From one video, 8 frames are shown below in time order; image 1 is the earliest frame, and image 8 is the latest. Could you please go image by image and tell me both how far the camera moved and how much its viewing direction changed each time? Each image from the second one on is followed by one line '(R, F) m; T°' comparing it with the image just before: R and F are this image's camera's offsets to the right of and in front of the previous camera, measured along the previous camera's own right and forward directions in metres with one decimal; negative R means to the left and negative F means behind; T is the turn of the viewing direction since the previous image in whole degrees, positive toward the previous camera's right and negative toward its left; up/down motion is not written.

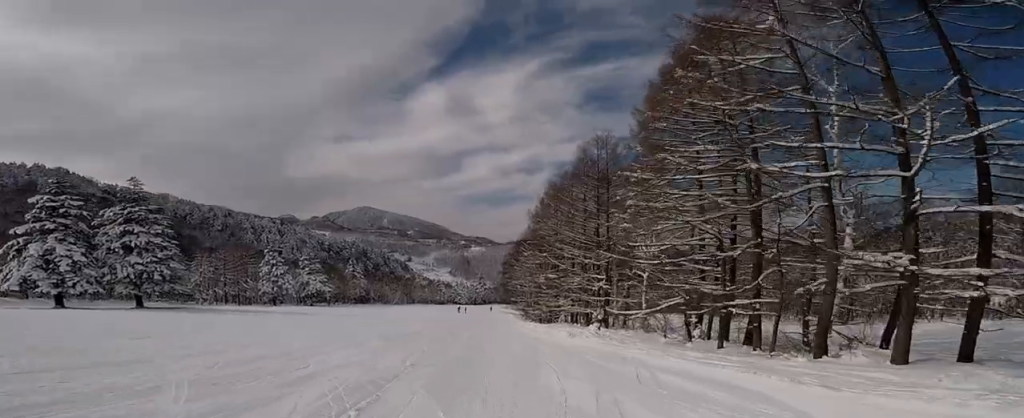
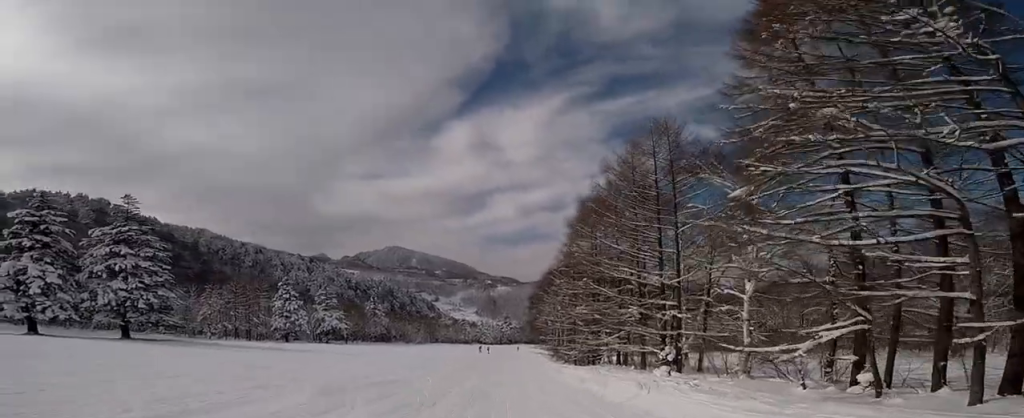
(-0.1, +9.6) m; 0°
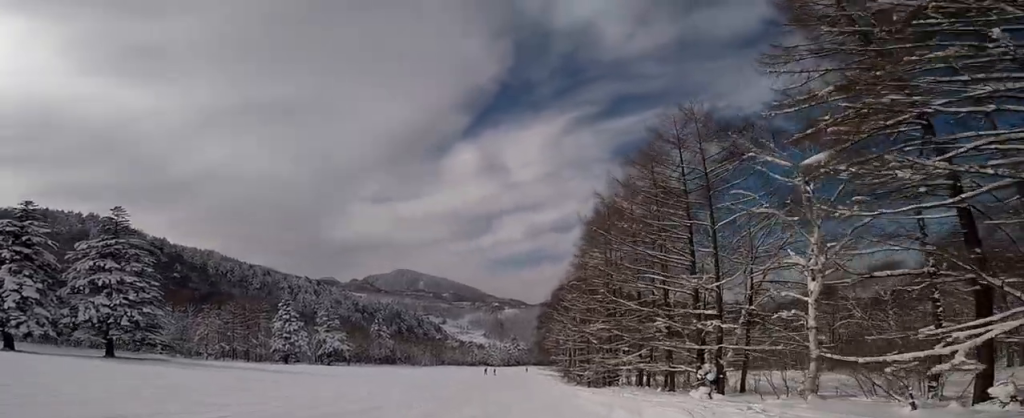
(0.0, +4.2) m; 0°
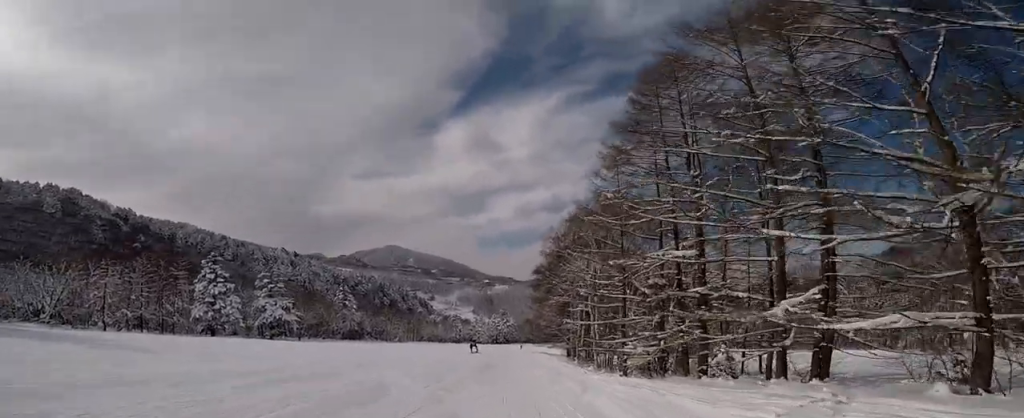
(0.0, +21.7) m; 0°
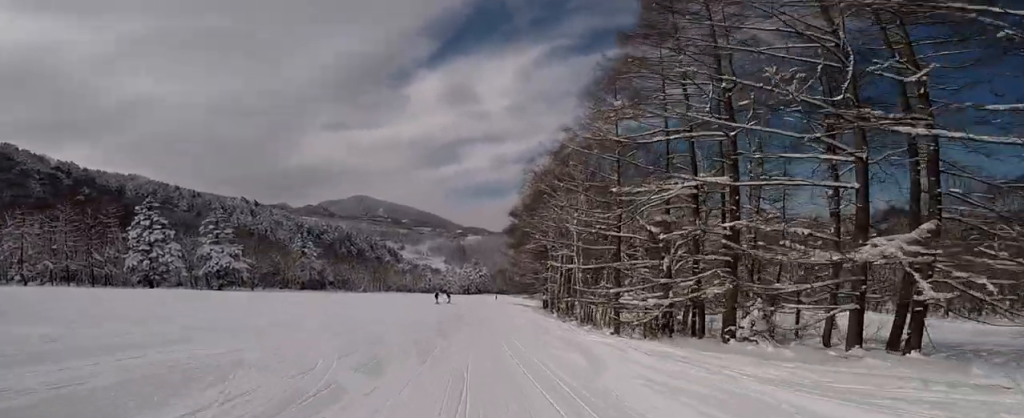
(0.0, +5.5) m; 0°
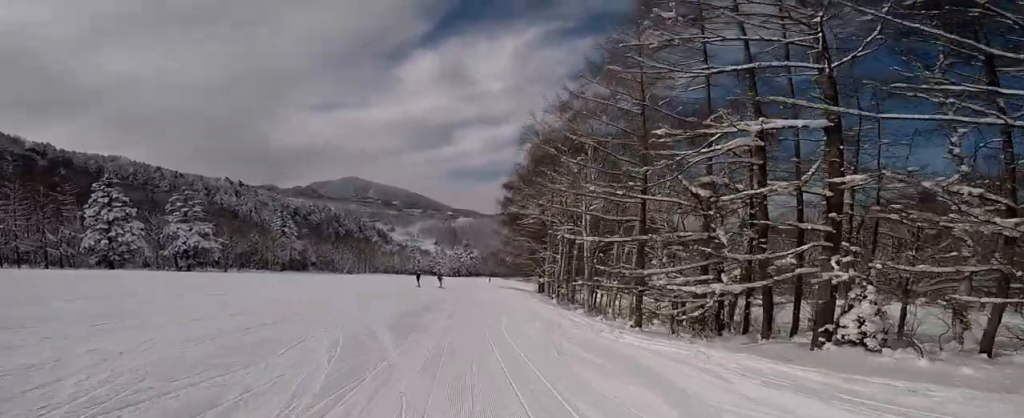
(0.0, +5.3) m; 0°
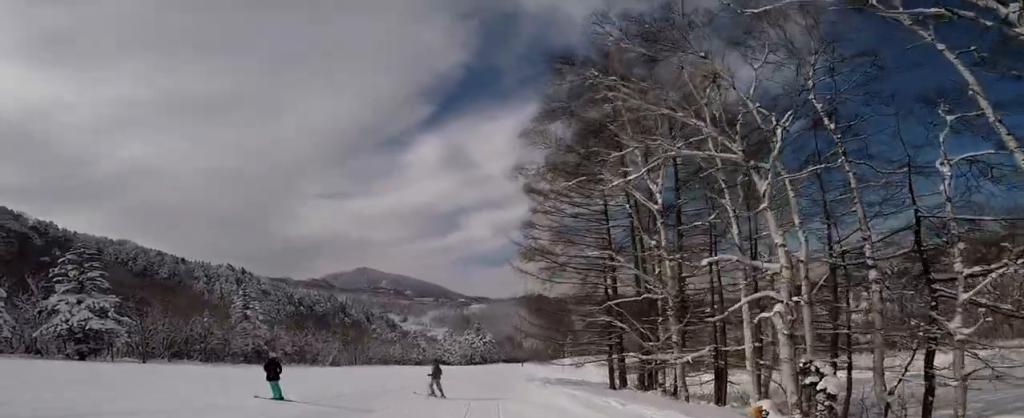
(0.0, +25.8) m; -2°
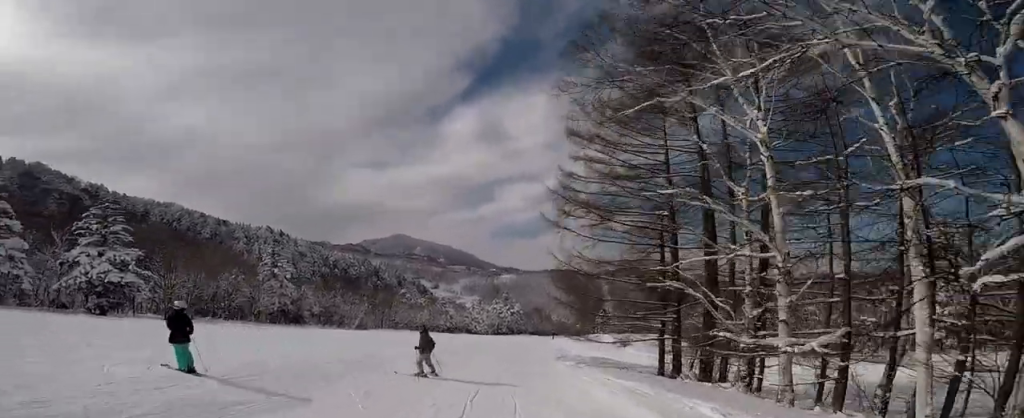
(-0.1, +4.3) m; 0°
